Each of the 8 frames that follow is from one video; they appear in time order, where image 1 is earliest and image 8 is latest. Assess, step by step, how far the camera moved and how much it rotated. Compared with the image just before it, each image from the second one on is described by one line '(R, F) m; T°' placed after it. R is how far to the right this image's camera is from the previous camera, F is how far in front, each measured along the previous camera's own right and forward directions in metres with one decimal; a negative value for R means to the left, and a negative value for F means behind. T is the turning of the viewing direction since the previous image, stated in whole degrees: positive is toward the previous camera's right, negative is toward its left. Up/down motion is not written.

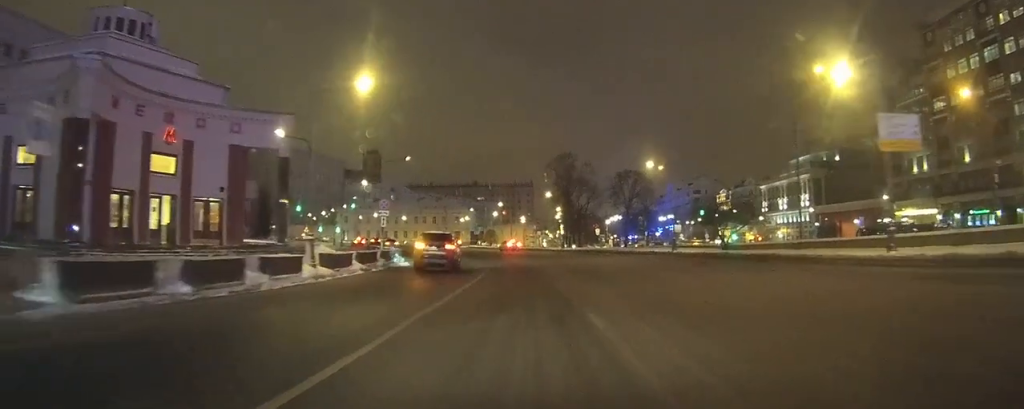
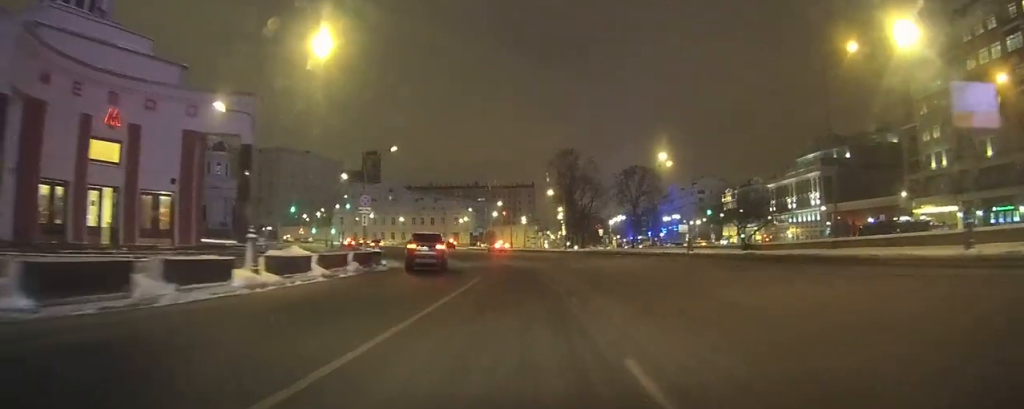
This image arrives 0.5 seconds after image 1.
(-0.1, +5.2) m; -1°
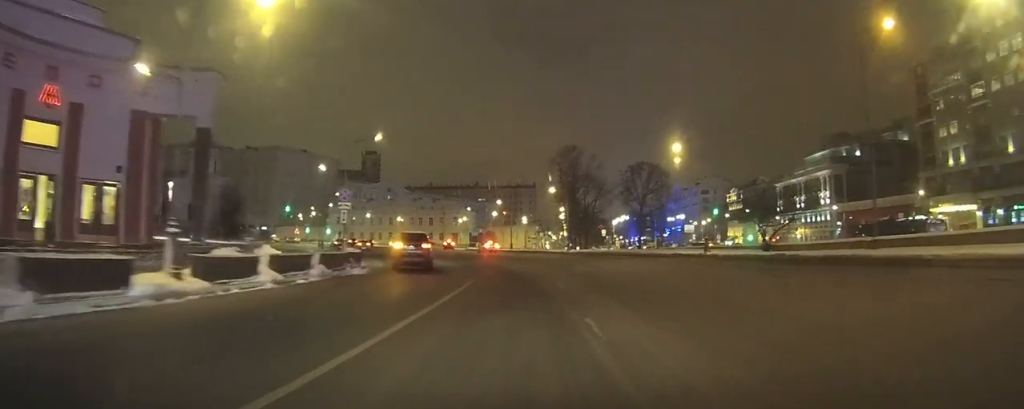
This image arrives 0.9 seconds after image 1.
(0.0, +4.5) m; -1°
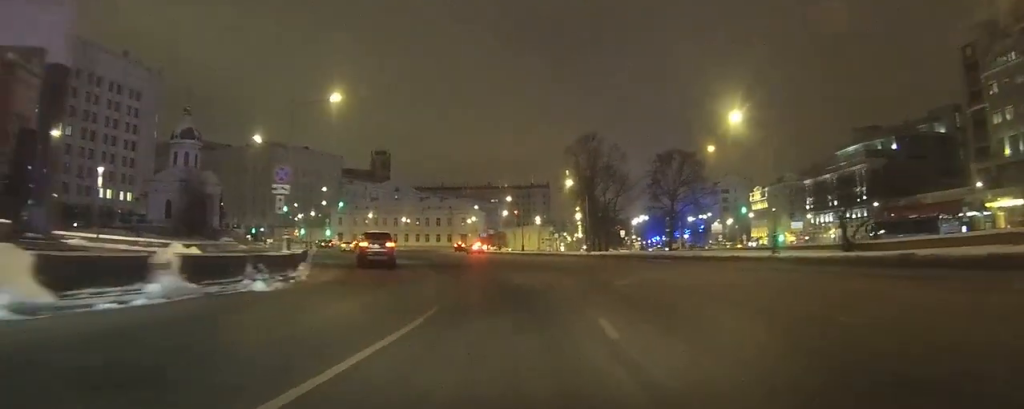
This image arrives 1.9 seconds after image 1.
(-0.1, +11.0) m; -3°
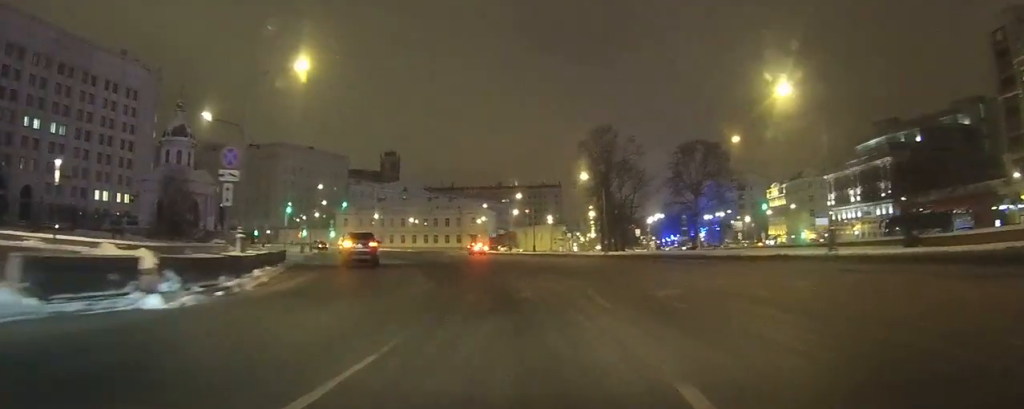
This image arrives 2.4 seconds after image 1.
(-0.2, +5.8) m; -2°
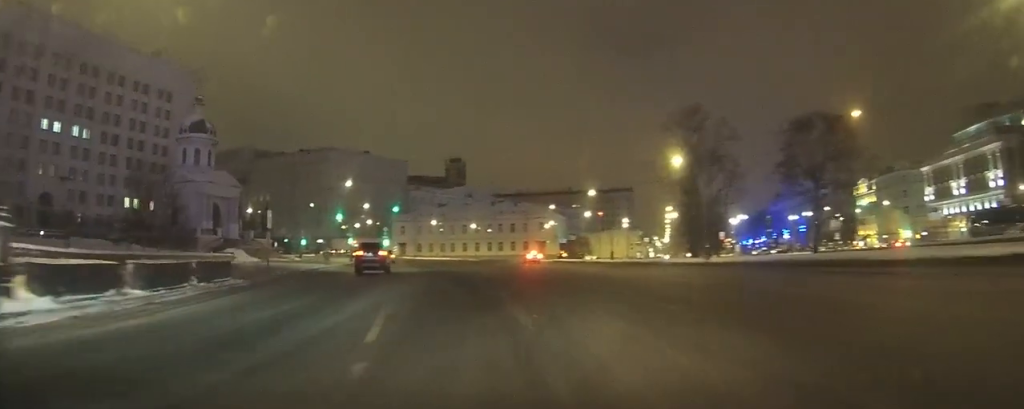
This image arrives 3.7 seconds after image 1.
(-0.8, +14.3) m; -5°
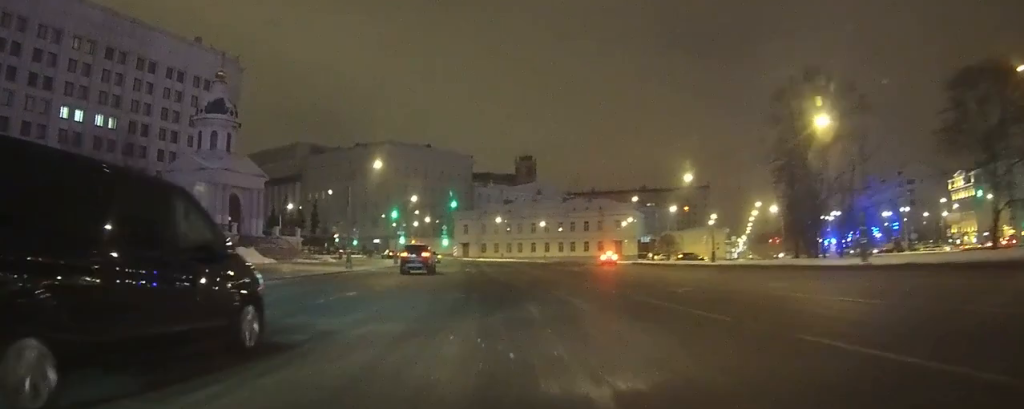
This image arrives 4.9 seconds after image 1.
(-0.4, +12.8) m; -3°
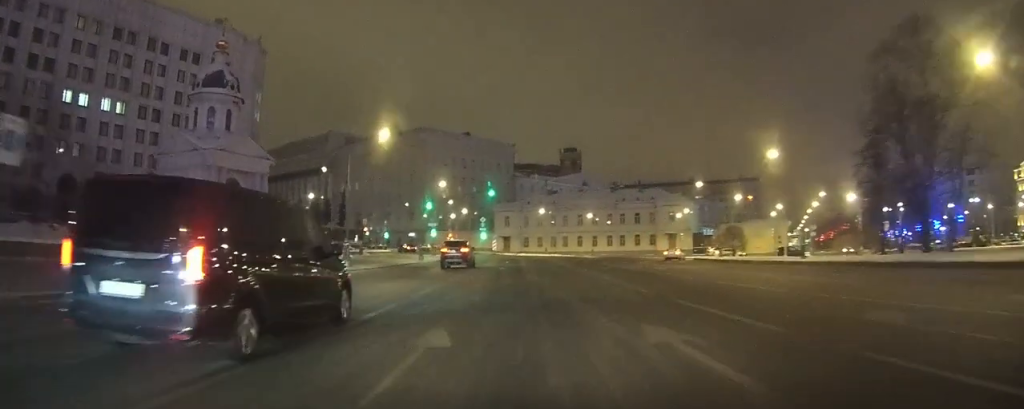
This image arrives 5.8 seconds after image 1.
(-0.3, +8.8) m; -3°
